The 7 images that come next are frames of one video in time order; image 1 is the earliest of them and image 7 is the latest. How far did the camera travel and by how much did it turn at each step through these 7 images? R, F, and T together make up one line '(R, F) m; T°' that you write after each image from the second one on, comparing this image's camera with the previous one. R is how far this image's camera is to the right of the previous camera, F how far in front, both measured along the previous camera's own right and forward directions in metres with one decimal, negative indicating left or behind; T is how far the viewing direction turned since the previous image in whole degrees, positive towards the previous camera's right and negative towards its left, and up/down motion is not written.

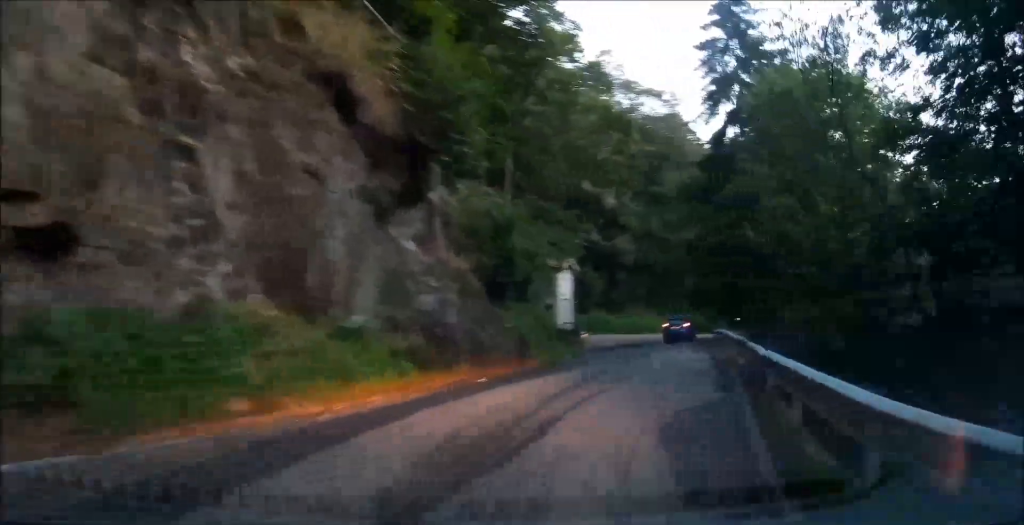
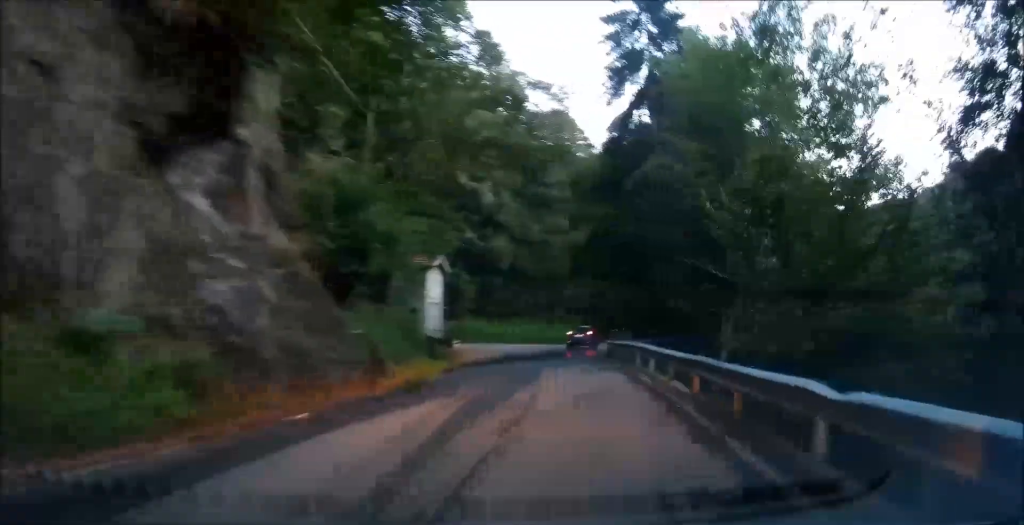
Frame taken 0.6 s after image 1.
(+0.5, +5.2) m; +7°
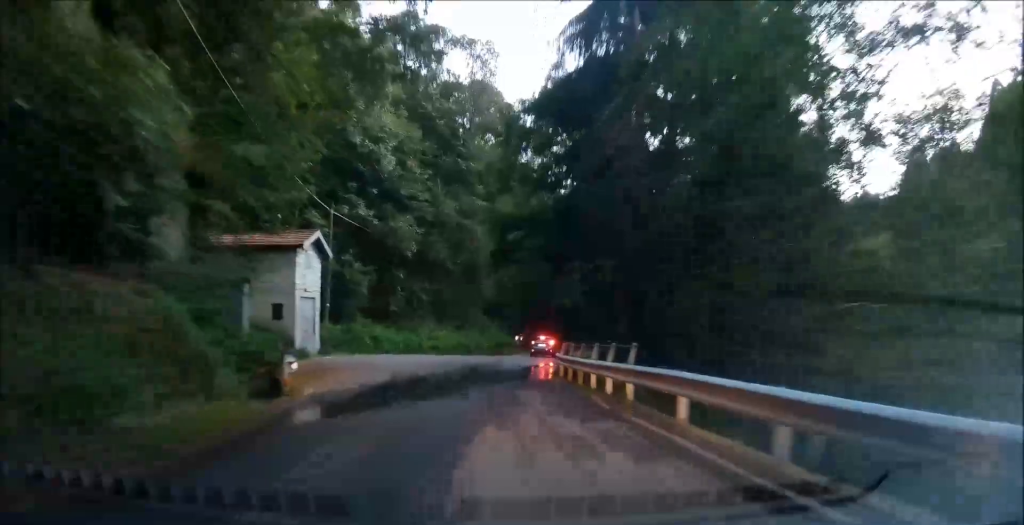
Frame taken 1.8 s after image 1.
(+1.6, +11.6) m; +15°
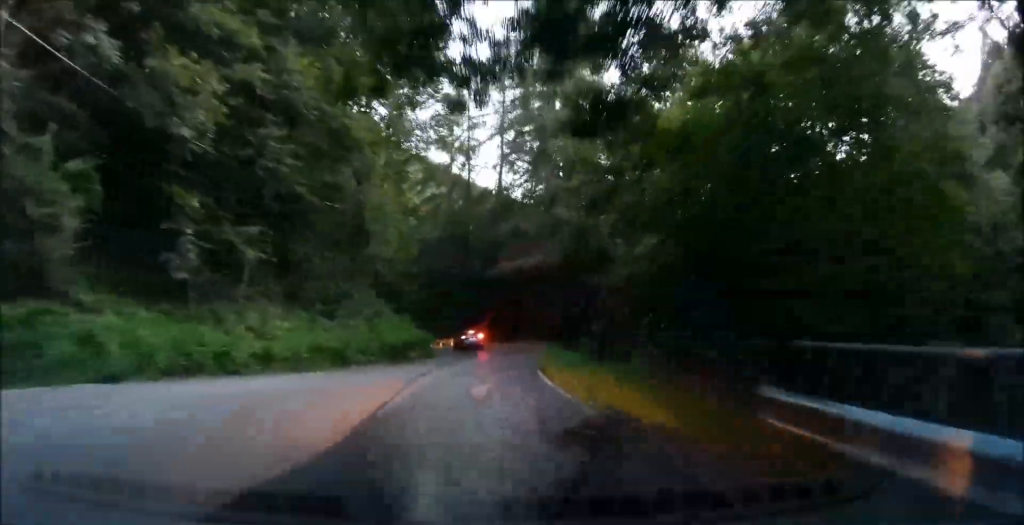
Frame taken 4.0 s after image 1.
(+4.0, +23.3) m; +16°
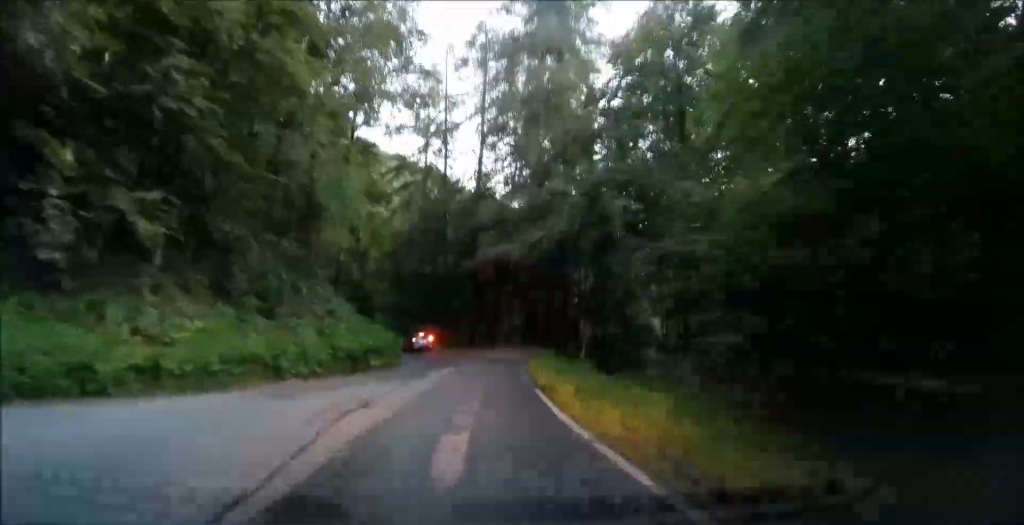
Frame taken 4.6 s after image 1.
(+0.2, +6.7) m; +3°
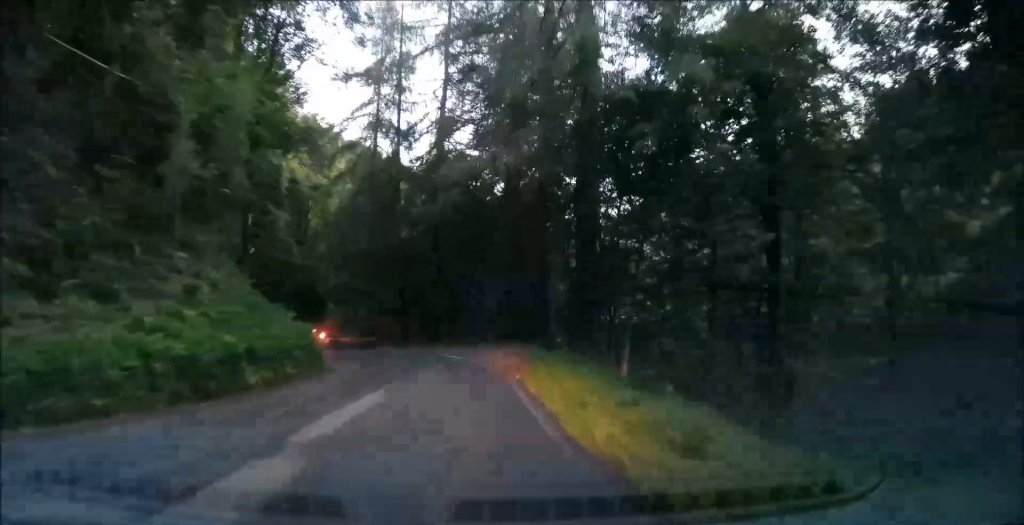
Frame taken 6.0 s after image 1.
(+0.7, +13.7) m; +4°
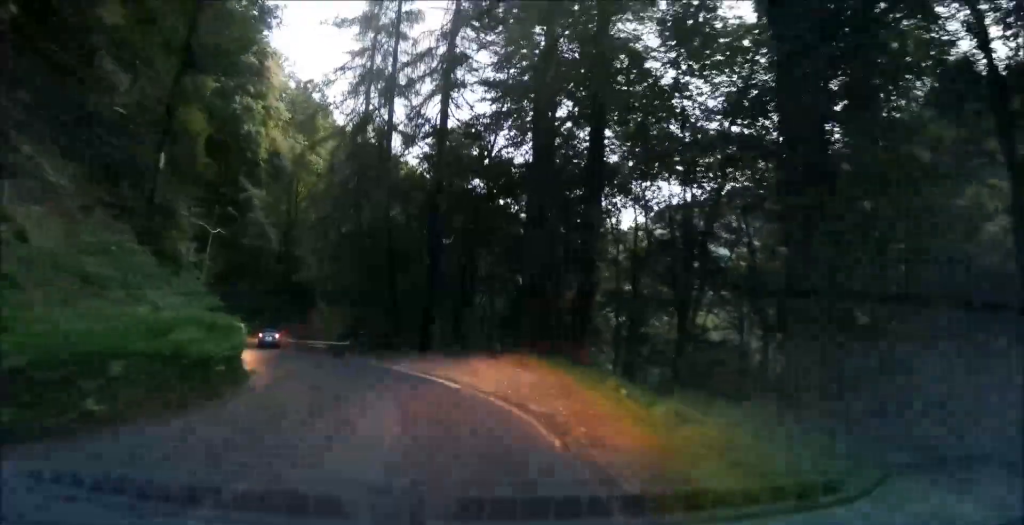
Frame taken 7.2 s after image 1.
(-0.2, +11.2) m; -2°
